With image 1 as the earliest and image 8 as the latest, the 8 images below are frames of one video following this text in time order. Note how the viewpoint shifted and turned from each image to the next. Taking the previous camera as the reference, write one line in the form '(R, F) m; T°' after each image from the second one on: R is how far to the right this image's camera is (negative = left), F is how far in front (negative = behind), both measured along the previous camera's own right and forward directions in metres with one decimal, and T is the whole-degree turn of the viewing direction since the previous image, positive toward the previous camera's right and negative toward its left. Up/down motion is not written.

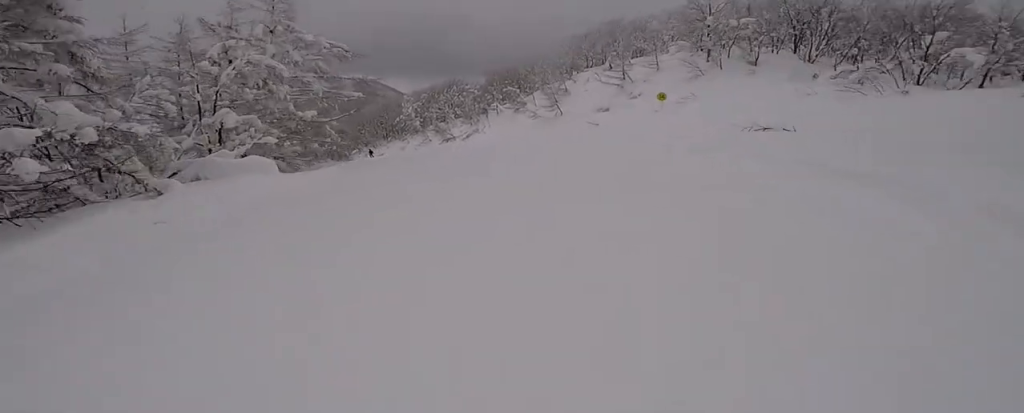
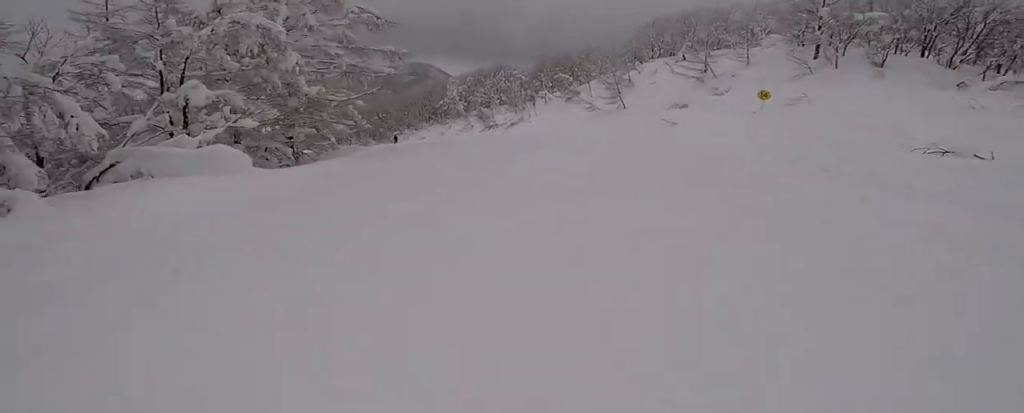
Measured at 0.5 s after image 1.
(-0.4, +5.1) m; -2°
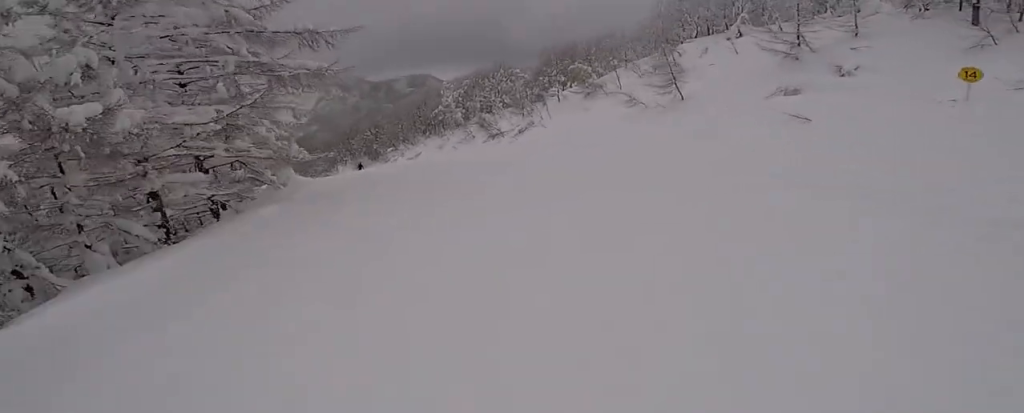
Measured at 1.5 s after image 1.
(-0.5, +10.1) m; -1°
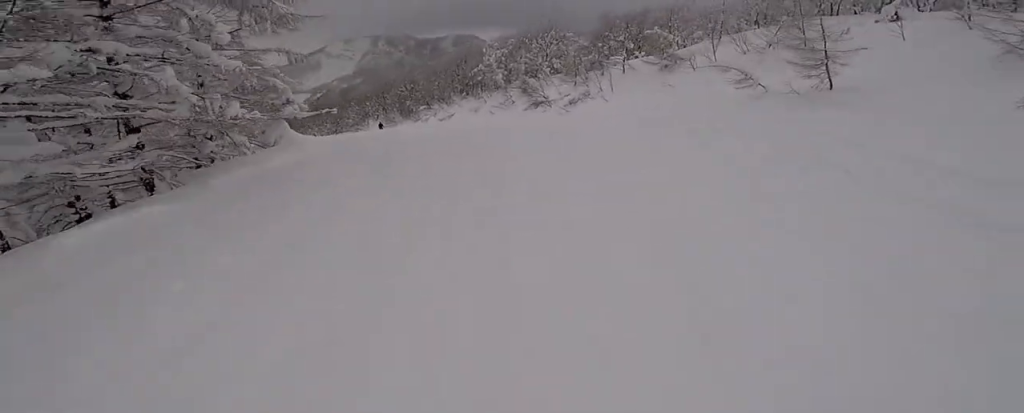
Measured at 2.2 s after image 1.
(+0.7, +6.7) m; 0°
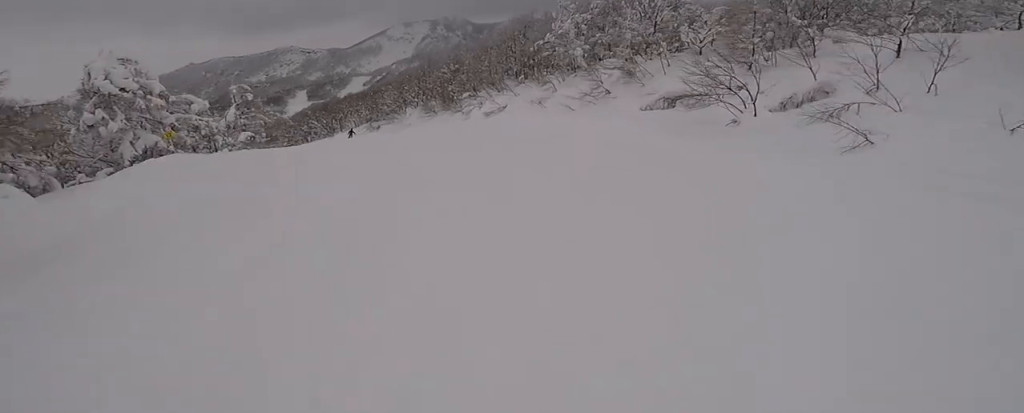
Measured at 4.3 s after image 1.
(-2.5, +20.8) m; -12°
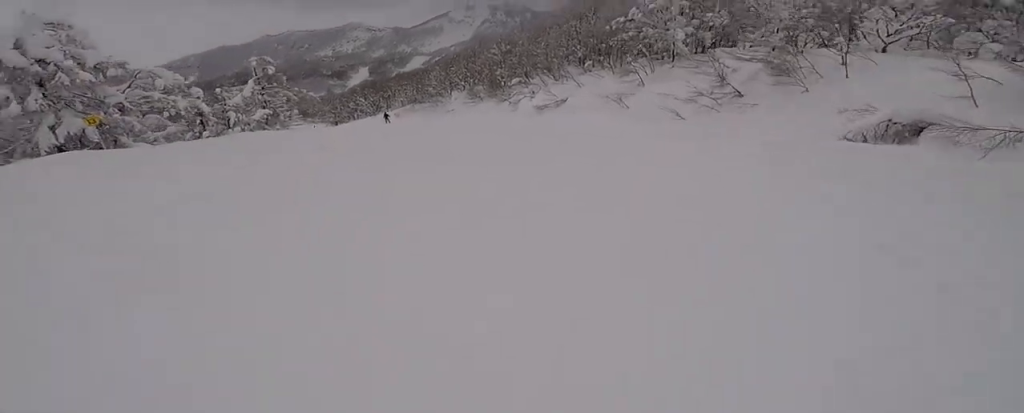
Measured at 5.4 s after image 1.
(-0.8, +10.4) m; -6°
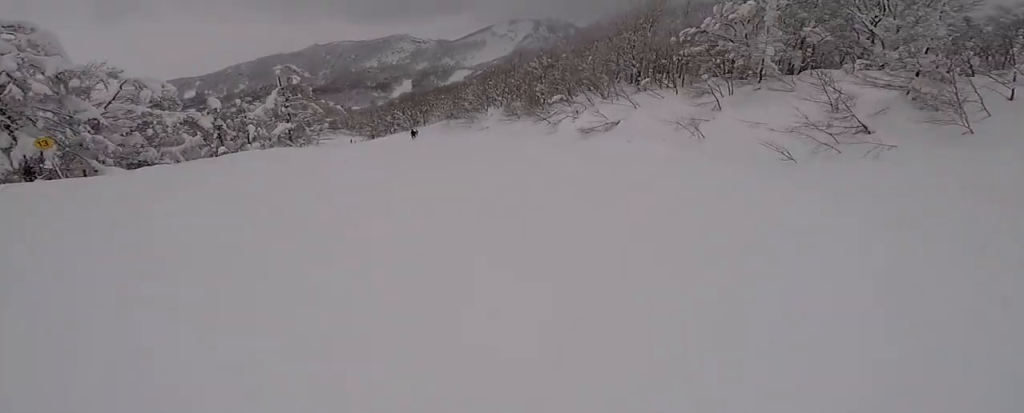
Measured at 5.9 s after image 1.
(+0.1, +4.8) m; -3°
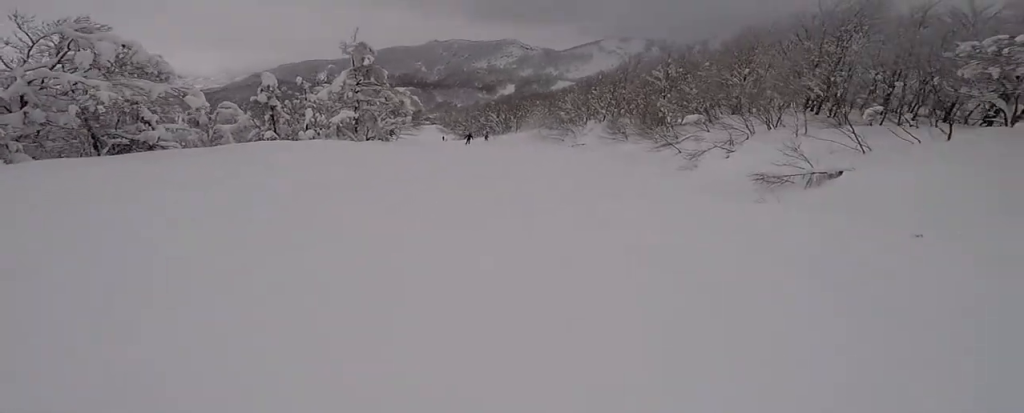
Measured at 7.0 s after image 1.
(-0.8, +11.0) m; -13°
